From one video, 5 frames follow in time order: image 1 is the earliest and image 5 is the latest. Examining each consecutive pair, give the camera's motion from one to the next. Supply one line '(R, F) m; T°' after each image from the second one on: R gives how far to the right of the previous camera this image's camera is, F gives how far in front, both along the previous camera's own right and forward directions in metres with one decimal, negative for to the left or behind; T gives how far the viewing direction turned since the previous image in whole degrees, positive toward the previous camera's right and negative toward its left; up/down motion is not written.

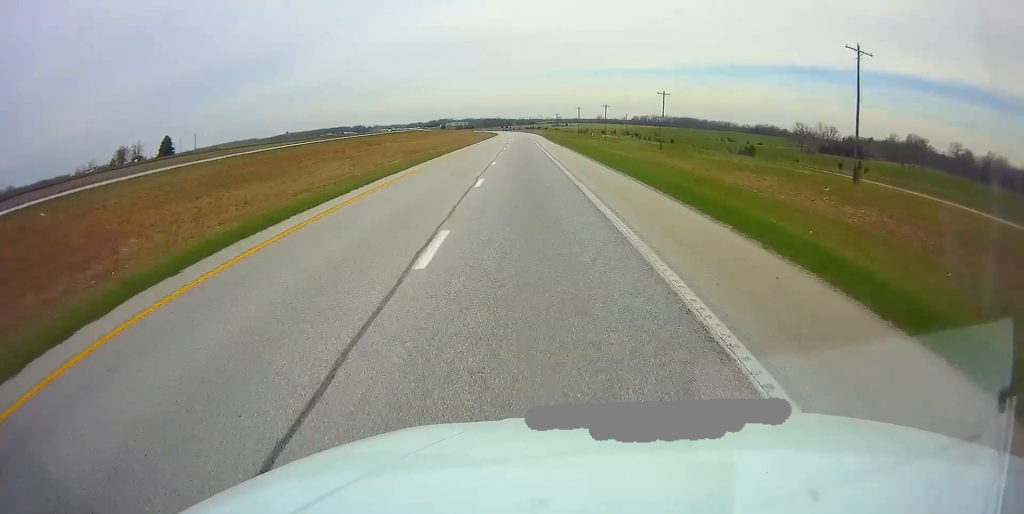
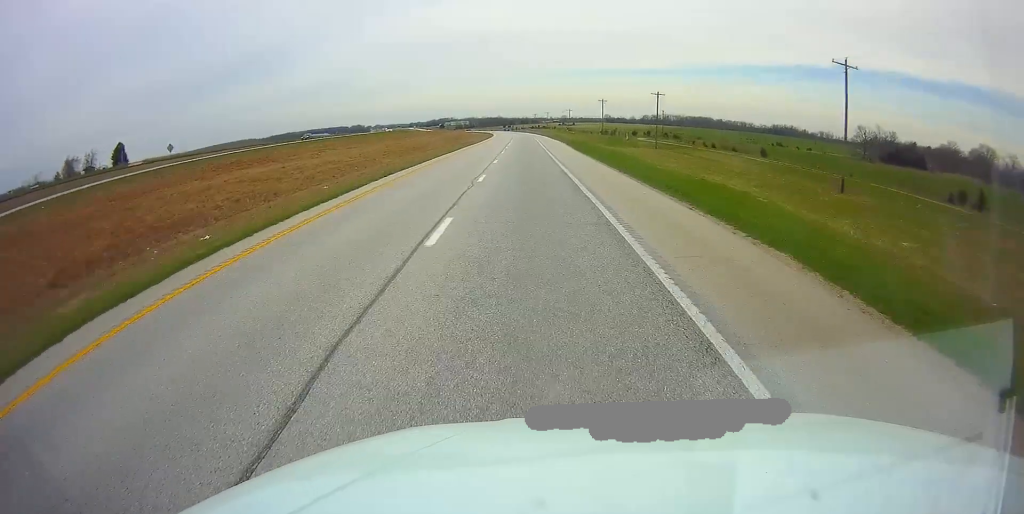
(+0.2, +58.4) m; 0°
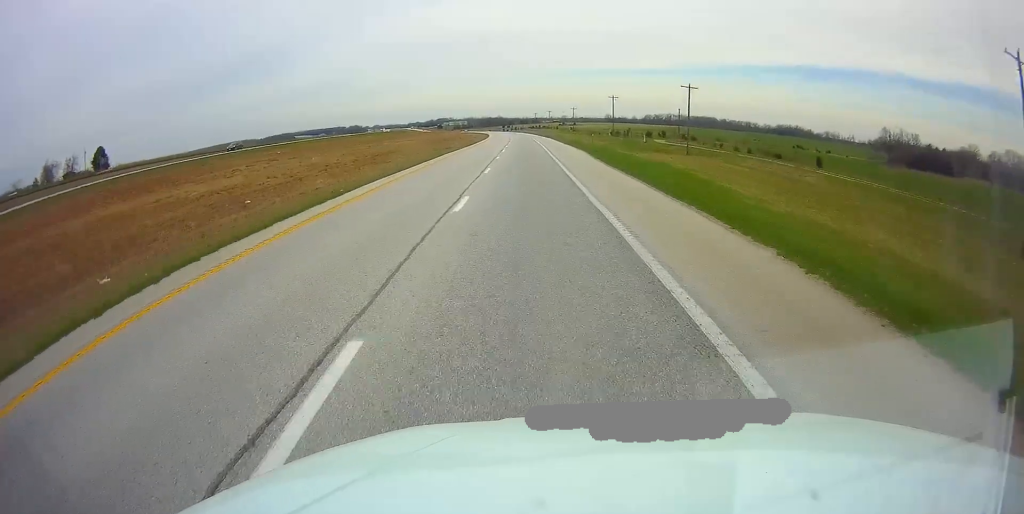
(-0.3, +19.8) m; 0°
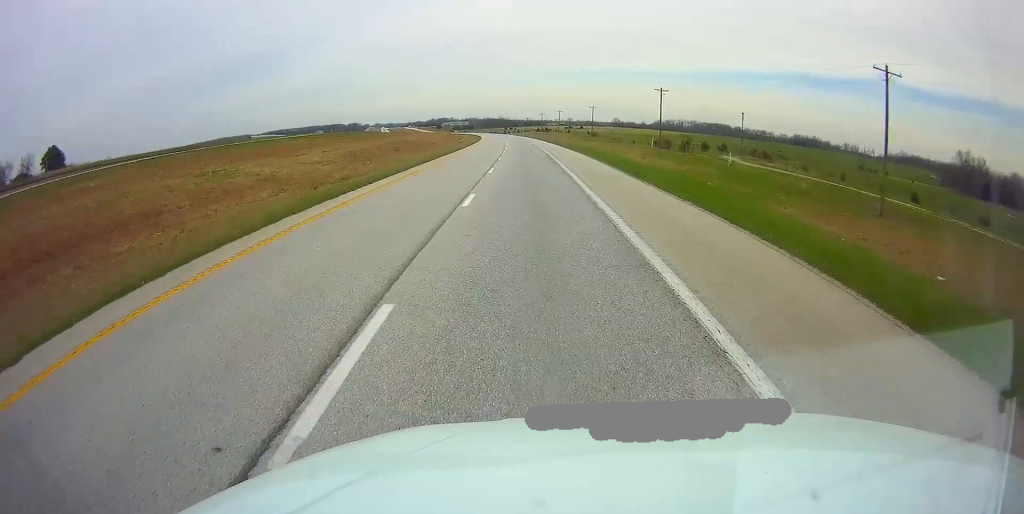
(+0.1, +46.8) m; -1°
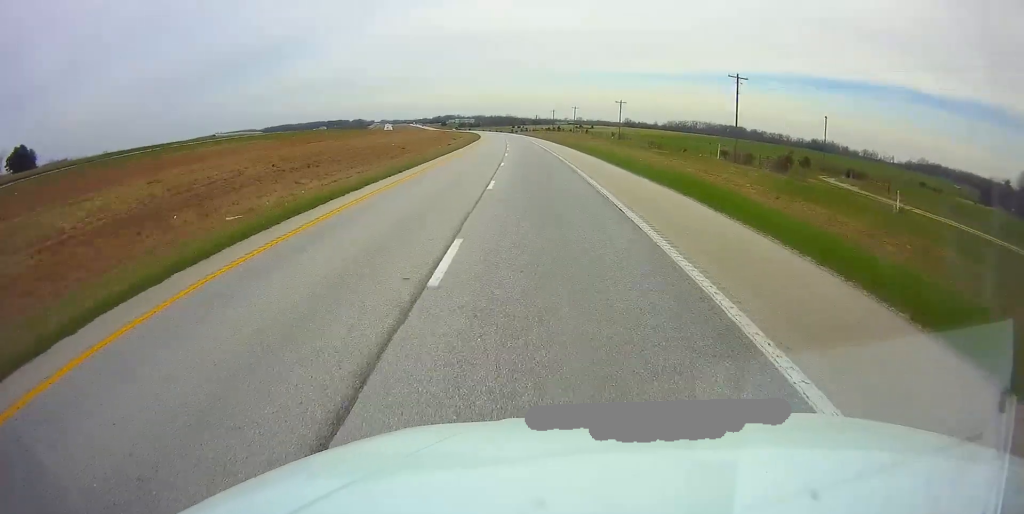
(-0.2, +32.2) m; 0°
